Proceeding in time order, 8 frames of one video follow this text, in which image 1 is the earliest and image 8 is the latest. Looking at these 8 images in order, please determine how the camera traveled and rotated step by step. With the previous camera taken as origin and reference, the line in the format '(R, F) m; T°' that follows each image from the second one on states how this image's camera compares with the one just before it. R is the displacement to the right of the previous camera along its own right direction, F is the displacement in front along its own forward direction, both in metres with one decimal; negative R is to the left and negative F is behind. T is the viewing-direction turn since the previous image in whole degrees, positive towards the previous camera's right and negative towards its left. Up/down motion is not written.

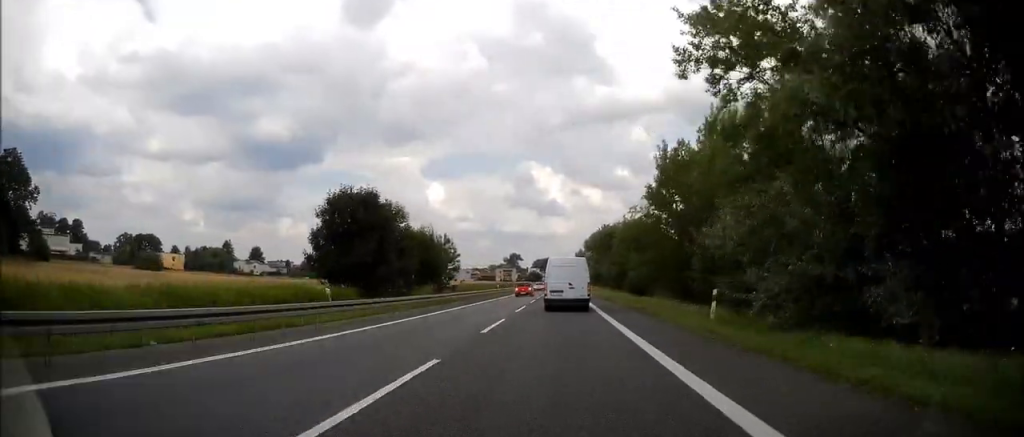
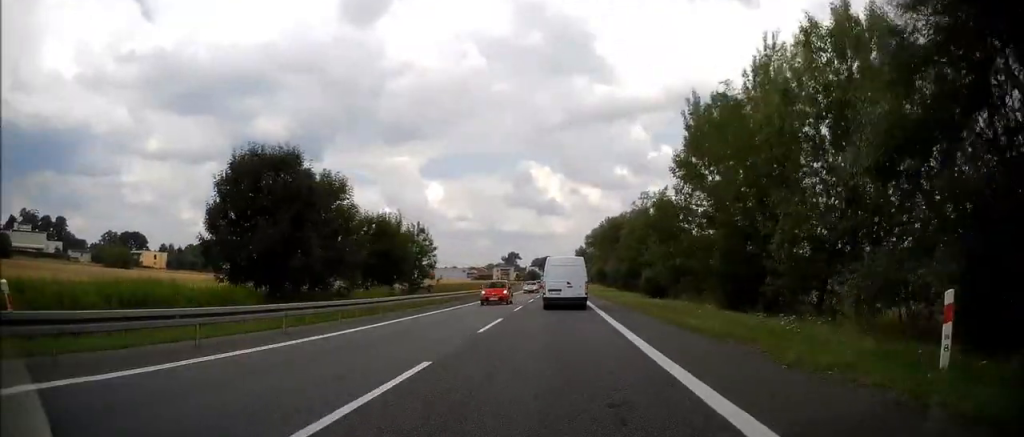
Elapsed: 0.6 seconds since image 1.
(+0.1, +11.8) m; 0°
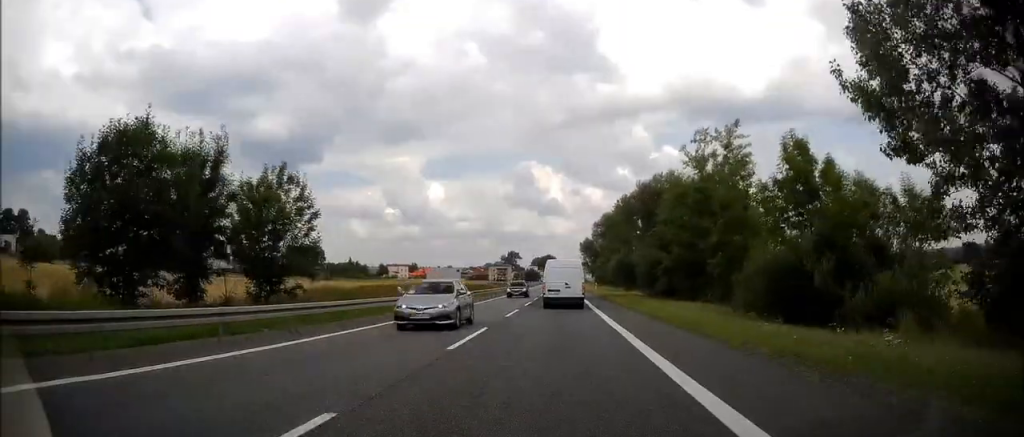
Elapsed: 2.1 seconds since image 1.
(-0.1, +27.2) m; 0°
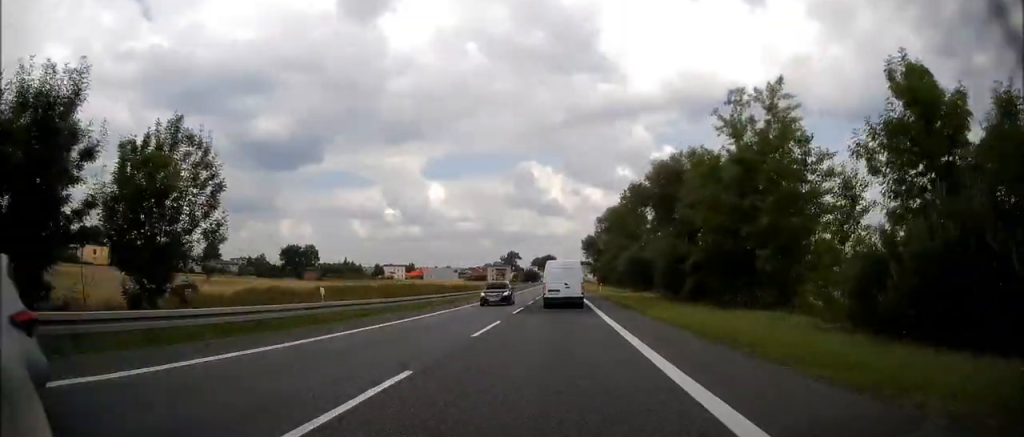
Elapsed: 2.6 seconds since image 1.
(+0.1, +8.7) m; 0°
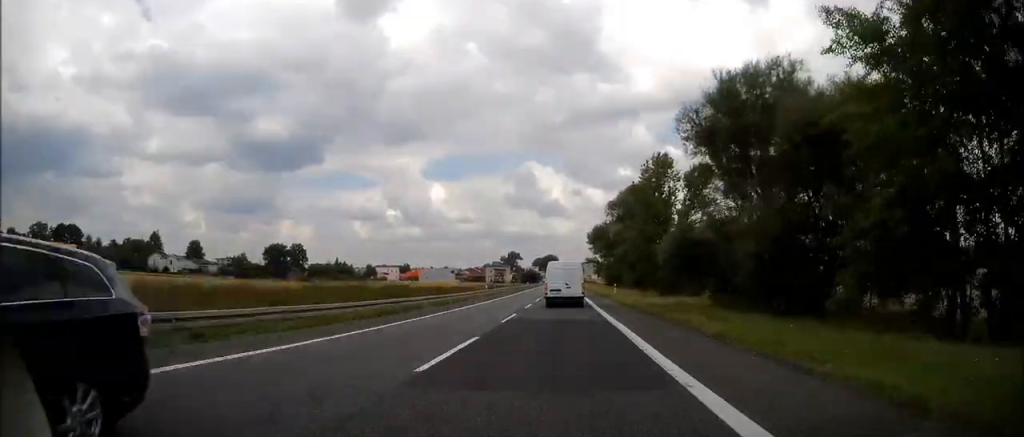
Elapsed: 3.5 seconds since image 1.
(0.0, +17.4) m; 0°
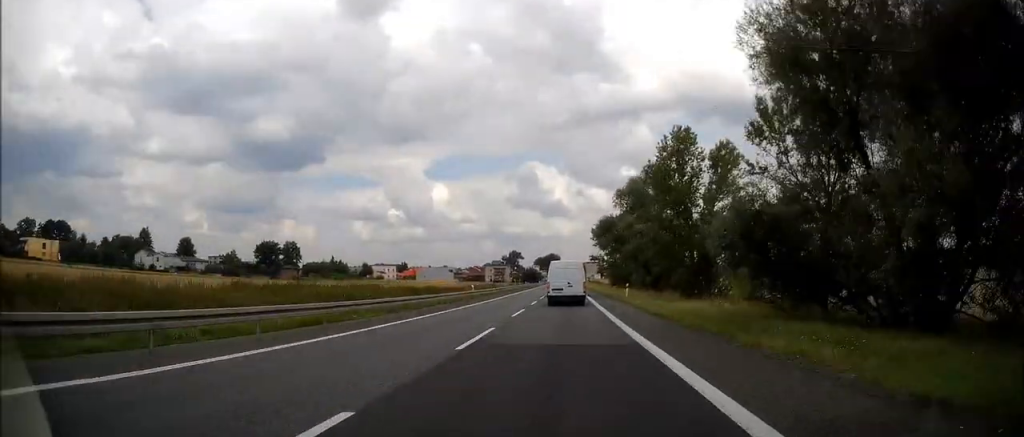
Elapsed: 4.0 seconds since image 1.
(0.0, +8.7) m; 0°
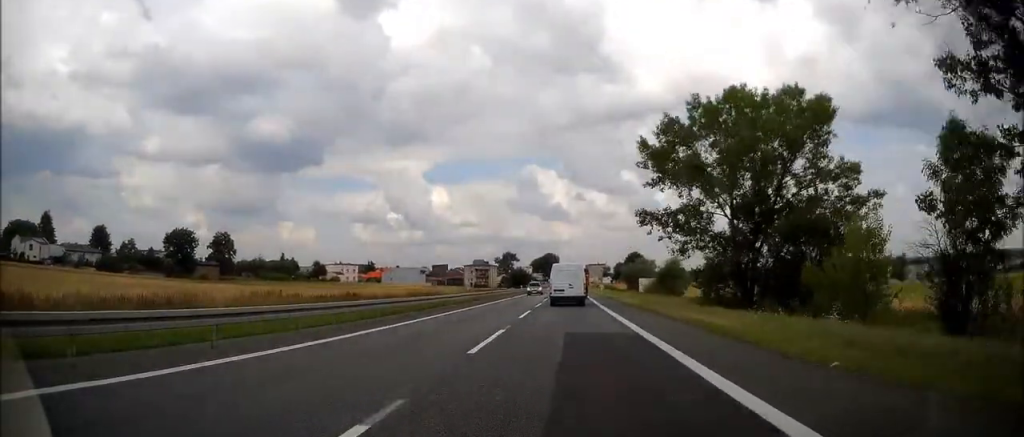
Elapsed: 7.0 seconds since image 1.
(+0.2, +58.1) m; +1°
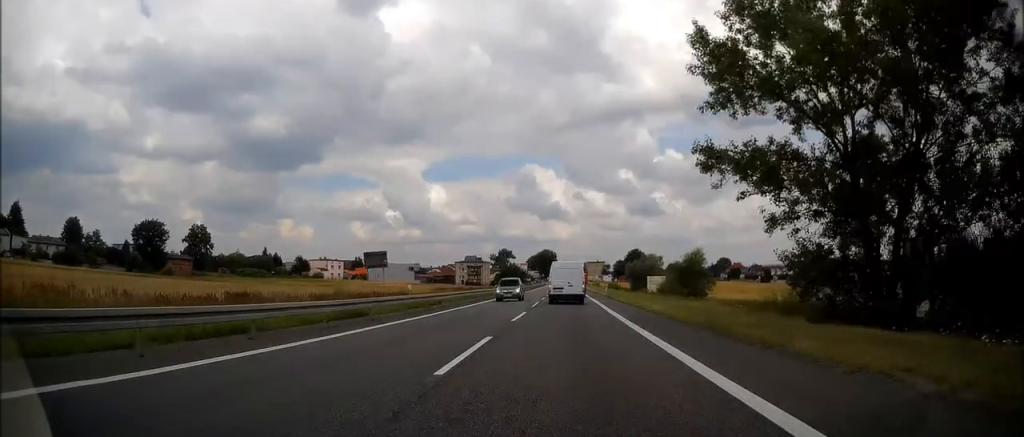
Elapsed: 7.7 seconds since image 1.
(0.0, +14.3) m; 0°
